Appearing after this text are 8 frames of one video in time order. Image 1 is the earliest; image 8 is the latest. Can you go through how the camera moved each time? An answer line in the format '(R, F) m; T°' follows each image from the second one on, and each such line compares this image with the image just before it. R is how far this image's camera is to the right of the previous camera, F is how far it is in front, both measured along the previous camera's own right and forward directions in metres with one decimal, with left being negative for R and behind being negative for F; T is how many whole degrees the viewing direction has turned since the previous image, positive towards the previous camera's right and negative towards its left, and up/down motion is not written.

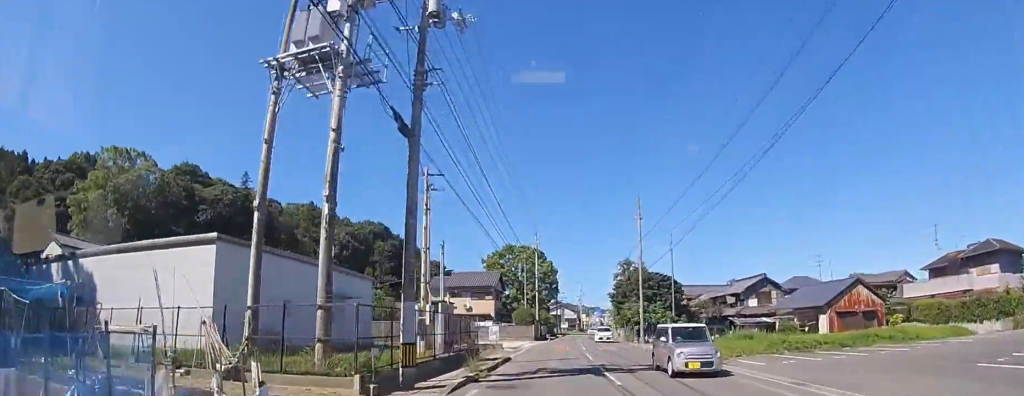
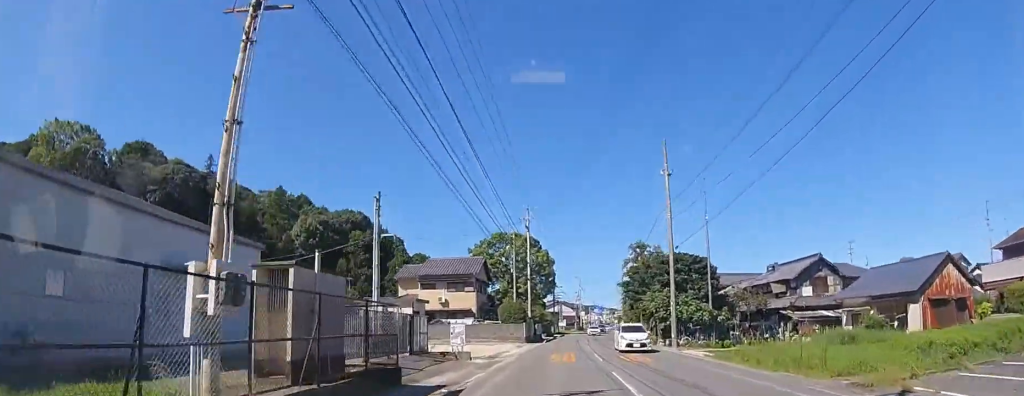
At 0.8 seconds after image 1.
(0.0, +12.7) m; 0°
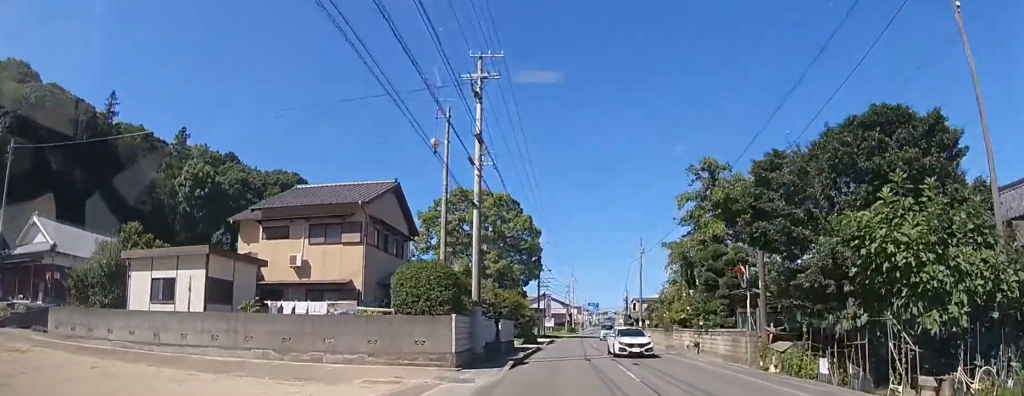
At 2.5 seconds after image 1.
(+0.4, +27.3) m; +2°
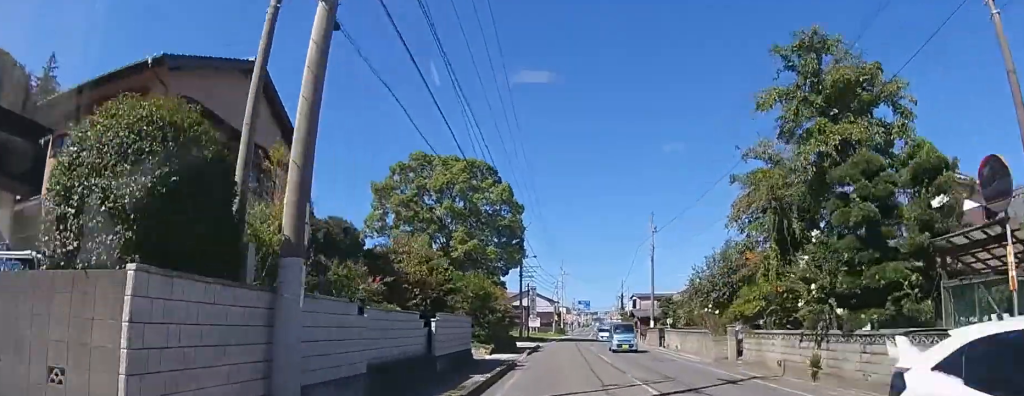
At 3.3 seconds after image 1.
(+0.1, +12.5) m; +1°
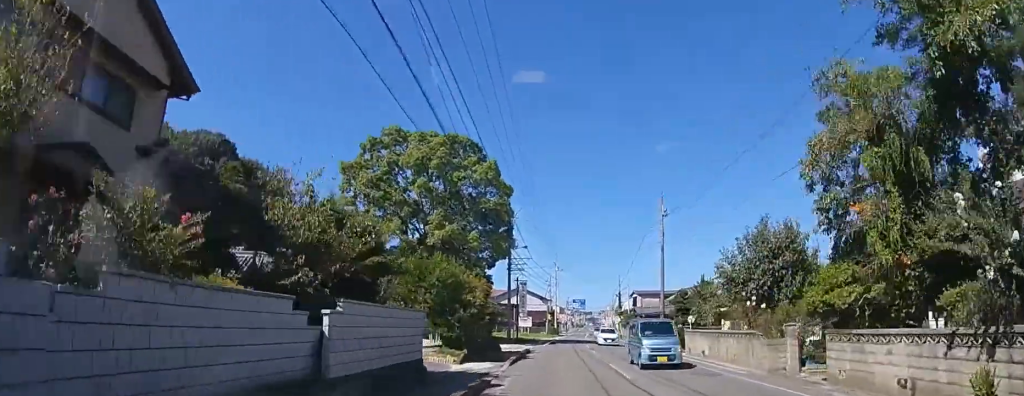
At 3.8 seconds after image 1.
(+0.1, +6.8) m; +1°
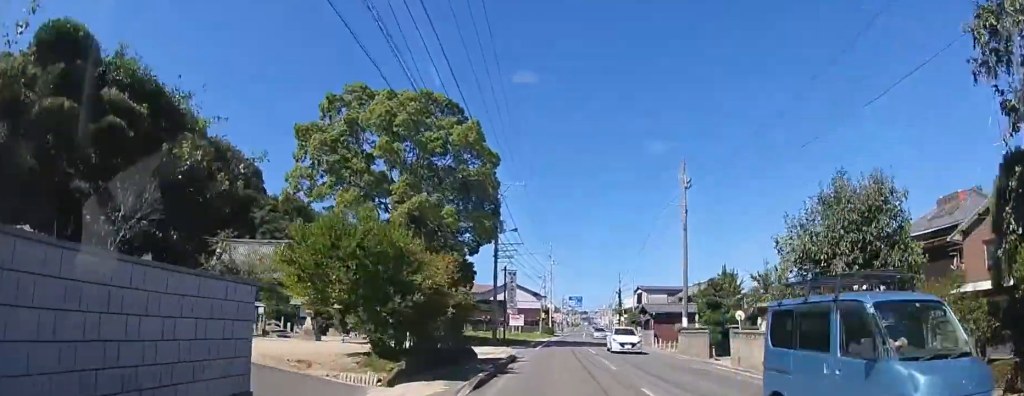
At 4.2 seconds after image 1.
(0.0, +7.3) m; +1°
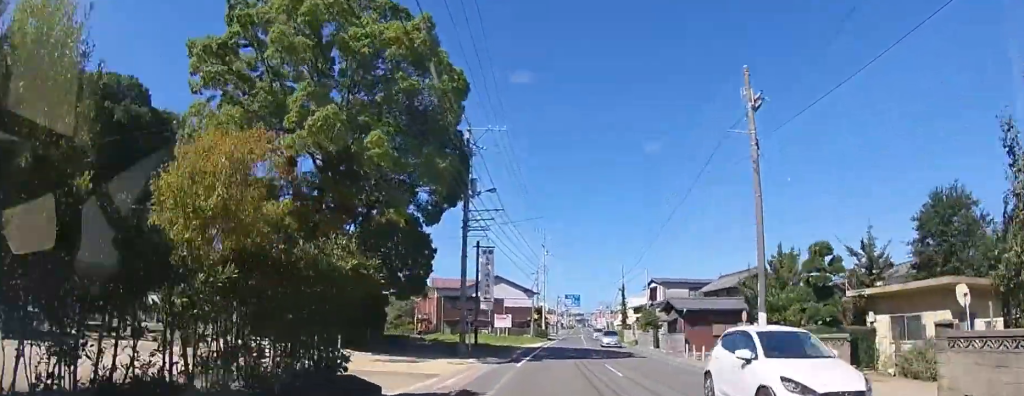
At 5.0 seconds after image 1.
(+0.2, +11.5) m; +1°
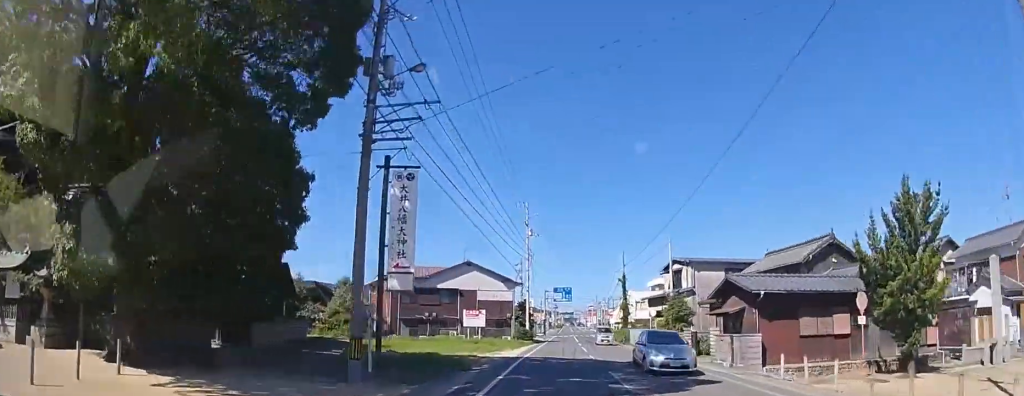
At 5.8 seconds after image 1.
(+0.1, +13.6) m; +1°
